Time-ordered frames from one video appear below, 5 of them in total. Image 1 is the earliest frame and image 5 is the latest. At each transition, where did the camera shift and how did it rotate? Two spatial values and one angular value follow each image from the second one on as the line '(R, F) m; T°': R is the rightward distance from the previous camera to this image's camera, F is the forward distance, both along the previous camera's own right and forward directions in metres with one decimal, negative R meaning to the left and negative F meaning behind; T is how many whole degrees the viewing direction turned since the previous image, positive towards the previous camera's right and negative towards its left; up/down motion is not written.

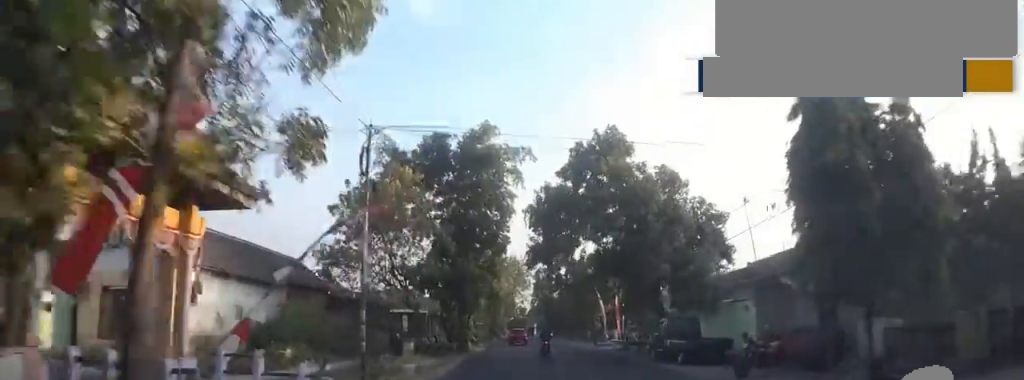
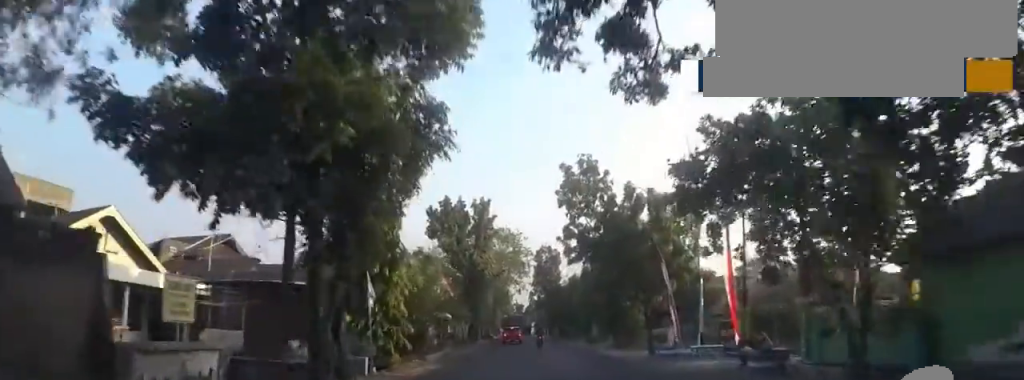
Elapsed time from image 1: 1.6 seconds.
(-0.2, +18.4) m; +1°
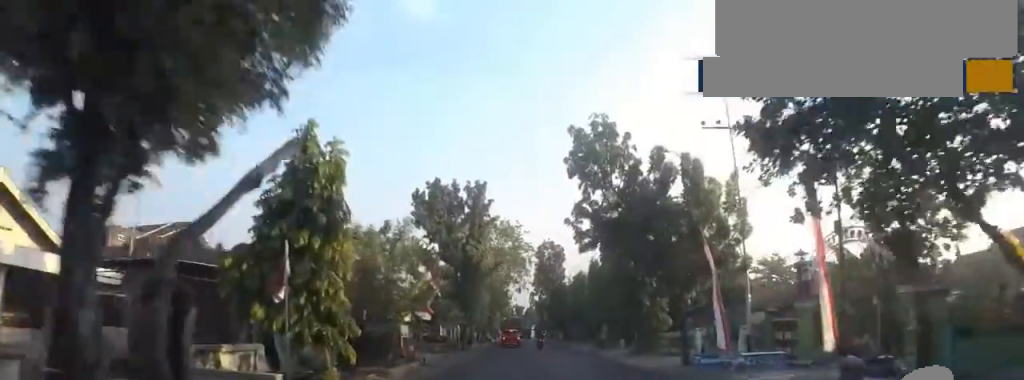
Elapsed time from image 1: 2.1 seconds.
(+0.1, +4.6) m; +1°
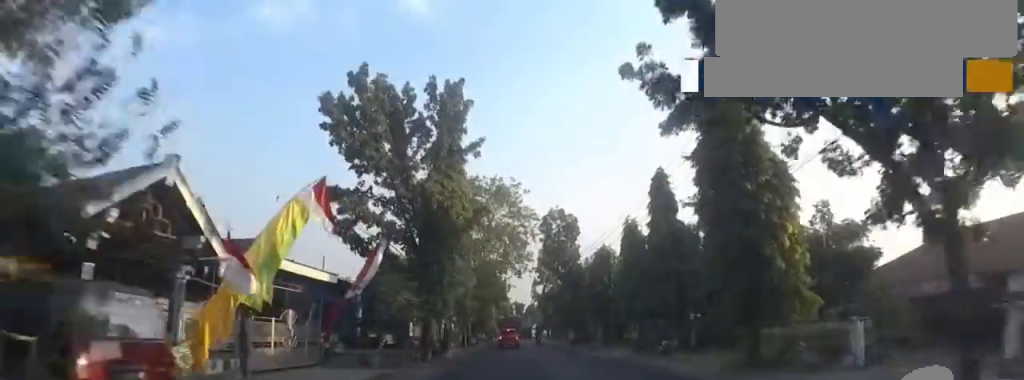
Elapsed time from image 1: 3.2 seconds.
(+0.2, +12.1) m; +1°
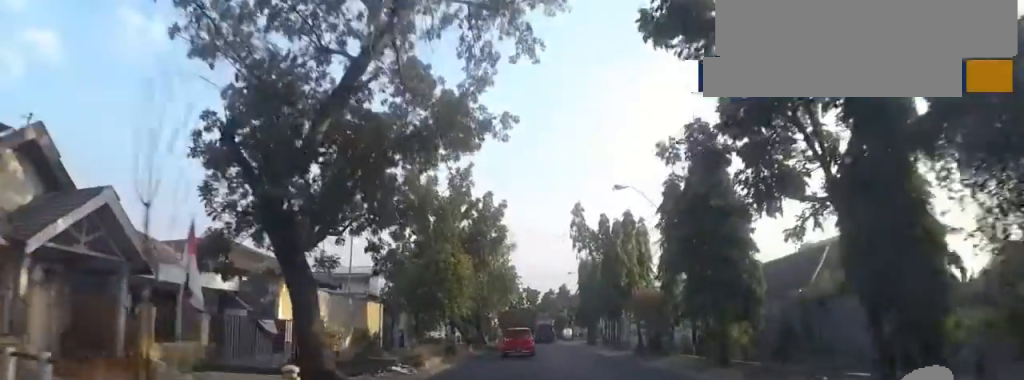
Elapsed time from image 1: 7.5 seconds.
(0.0, +40.8) m; -1°
